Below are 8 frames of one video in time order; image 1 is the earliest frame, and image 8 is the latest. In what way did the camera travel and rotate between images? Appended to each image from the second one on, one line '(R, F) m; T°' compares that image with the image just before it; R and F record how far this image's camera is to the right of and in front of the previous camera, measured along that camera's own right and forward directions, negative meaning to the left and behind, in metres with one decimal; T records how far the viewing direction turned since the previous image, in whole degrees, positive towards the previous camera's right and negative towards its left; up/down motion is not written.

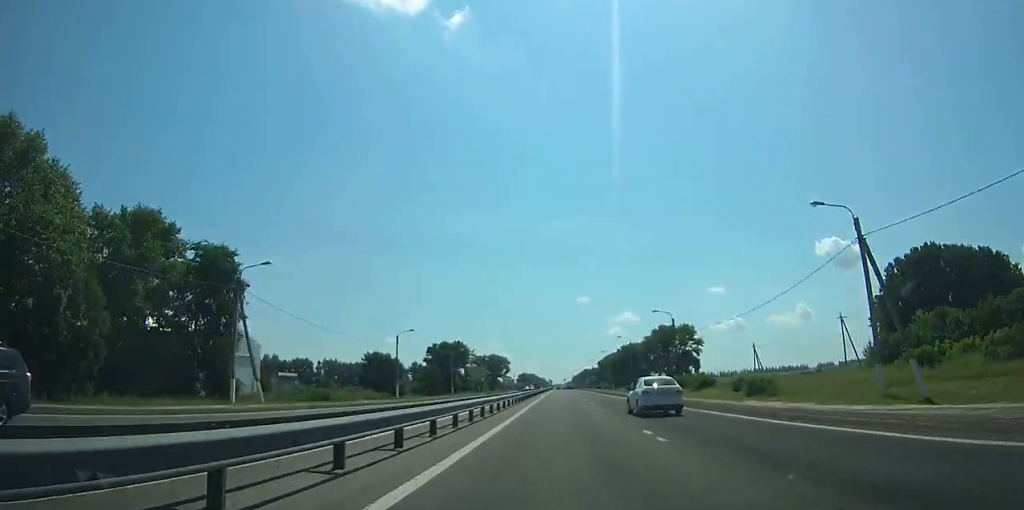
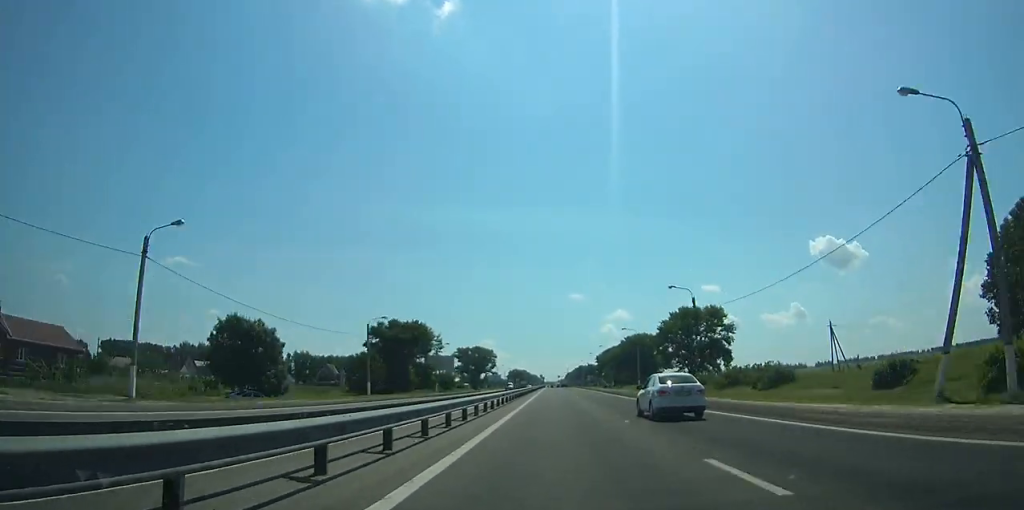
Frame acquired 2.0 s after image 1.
(0.0, +40.6) m; 0°
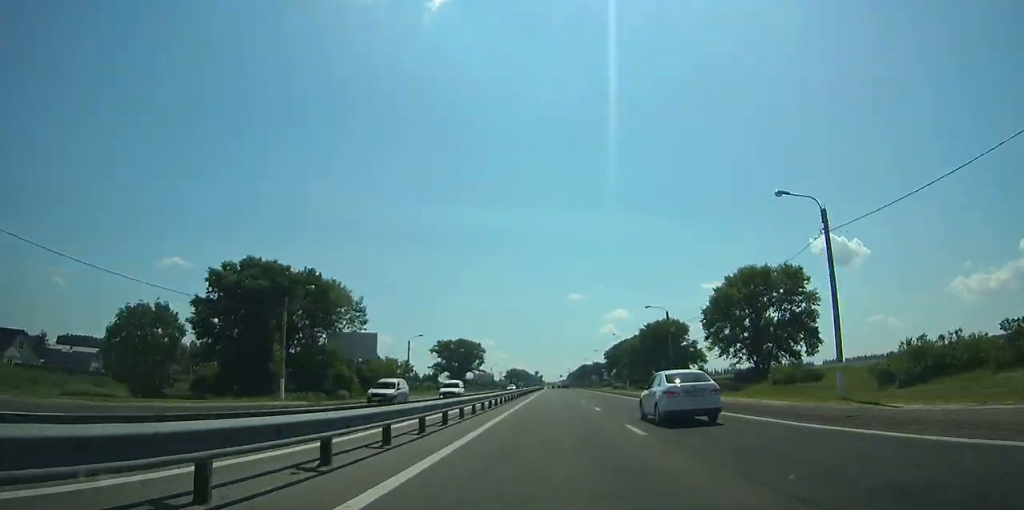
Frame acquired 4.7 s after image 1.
(+0.1, +51.2) m; 0°
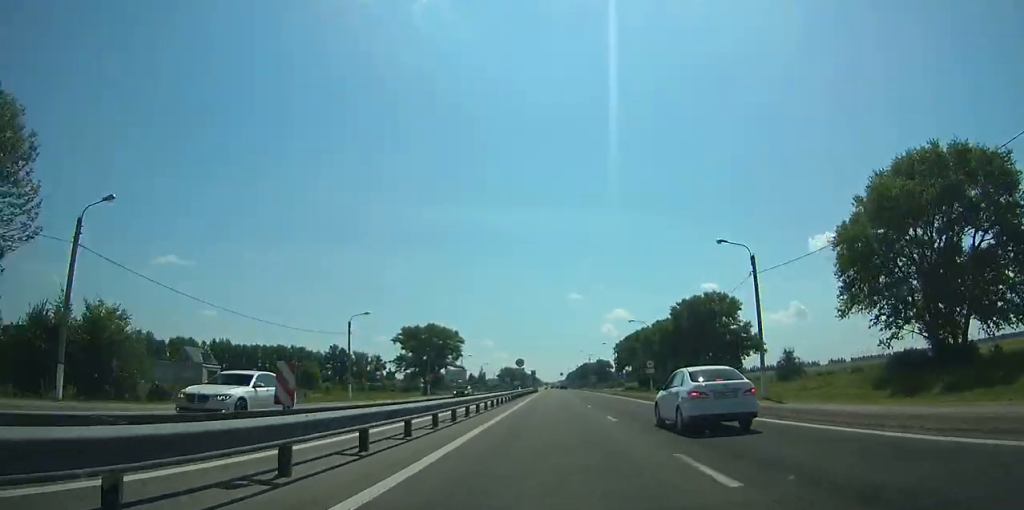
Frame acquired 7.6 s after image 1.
(+0.1, +49.4) m; +1°
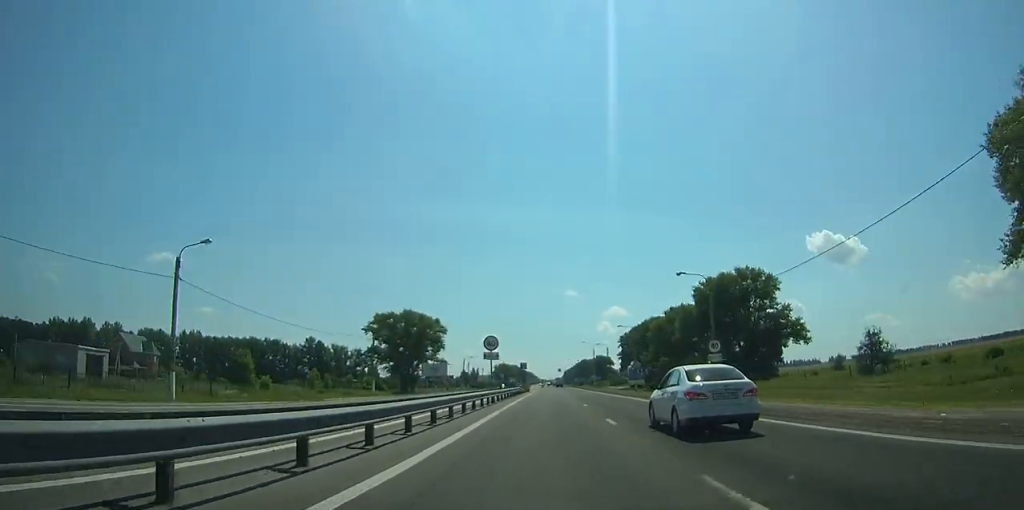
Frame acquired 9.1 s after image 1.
(0.0, +23.6) m; +1°
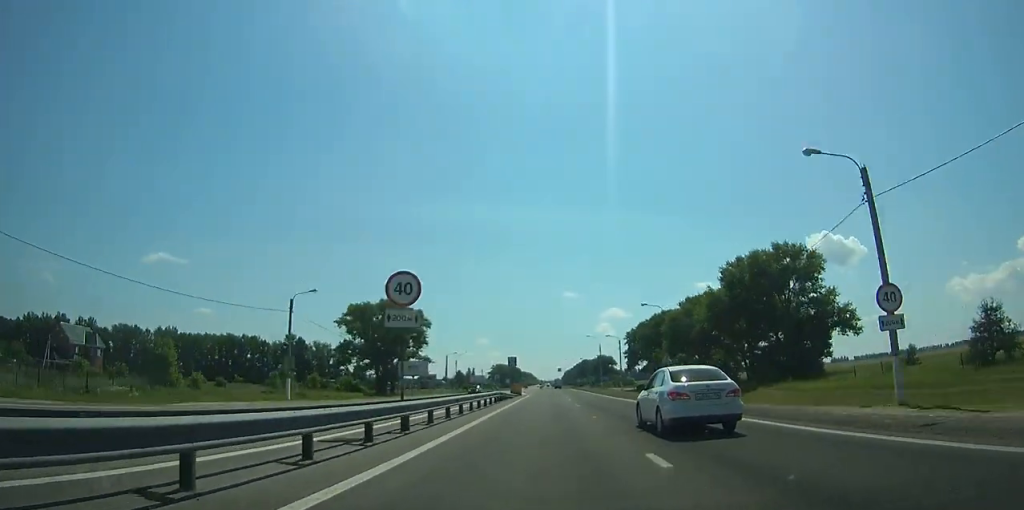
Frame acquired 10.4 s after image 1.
(+0.2, +20.1) m; 0°
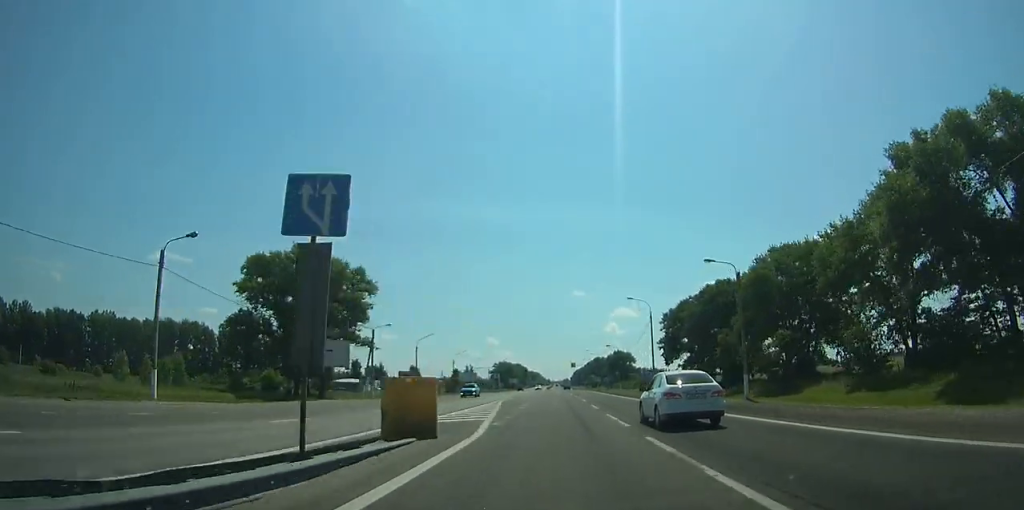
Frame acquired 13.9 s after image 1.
(-0.7, +53.1) m; -4°
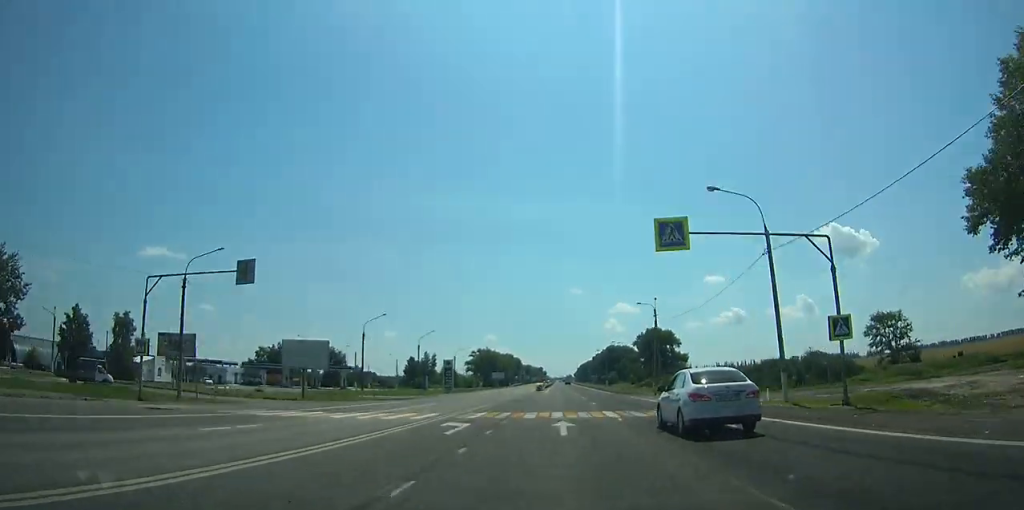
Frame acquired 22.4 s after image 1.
(-0.4, +125.4) m; +1°
